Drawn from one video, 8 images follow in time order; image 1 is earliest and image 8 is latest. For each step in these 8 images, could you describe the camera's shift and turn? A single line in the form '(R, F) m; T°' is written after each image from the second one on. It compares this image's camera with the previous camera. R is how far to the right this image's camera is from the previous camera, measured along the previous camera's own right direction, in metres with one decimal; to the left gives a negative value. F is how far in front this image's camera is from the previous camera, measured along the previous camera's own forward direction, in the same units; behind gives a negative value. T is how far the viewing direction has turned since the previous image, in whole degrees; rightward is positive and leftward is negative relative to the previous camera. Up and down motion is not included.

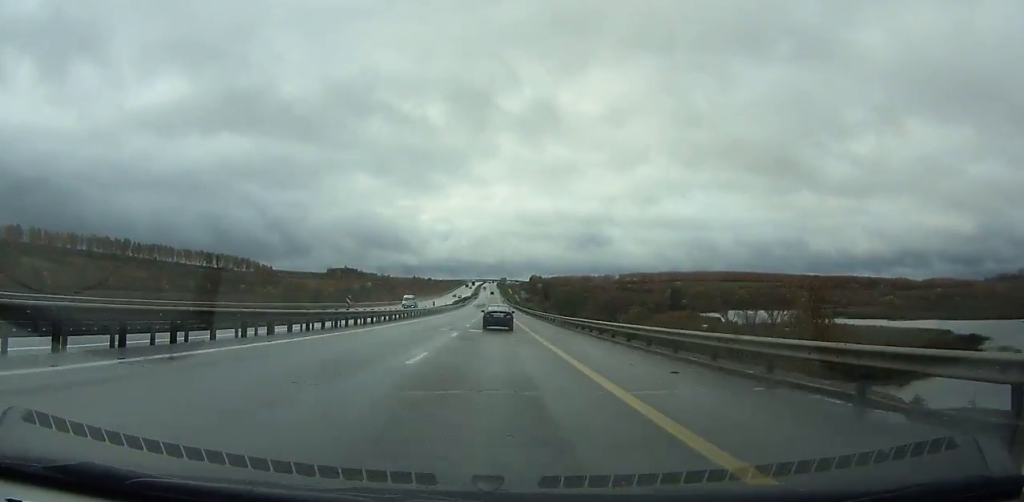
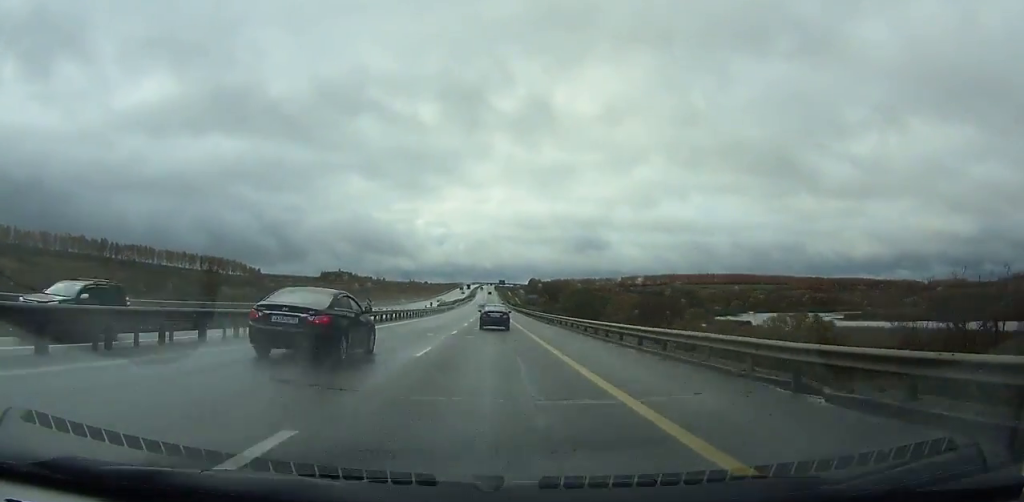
(0.0, +35.3) m; 0°
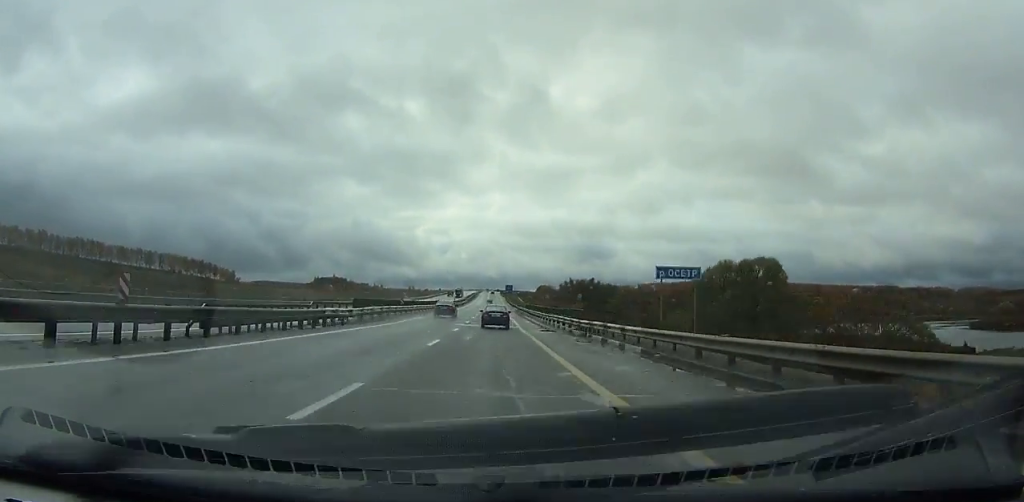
(-0.3, +94.4) m; 0°
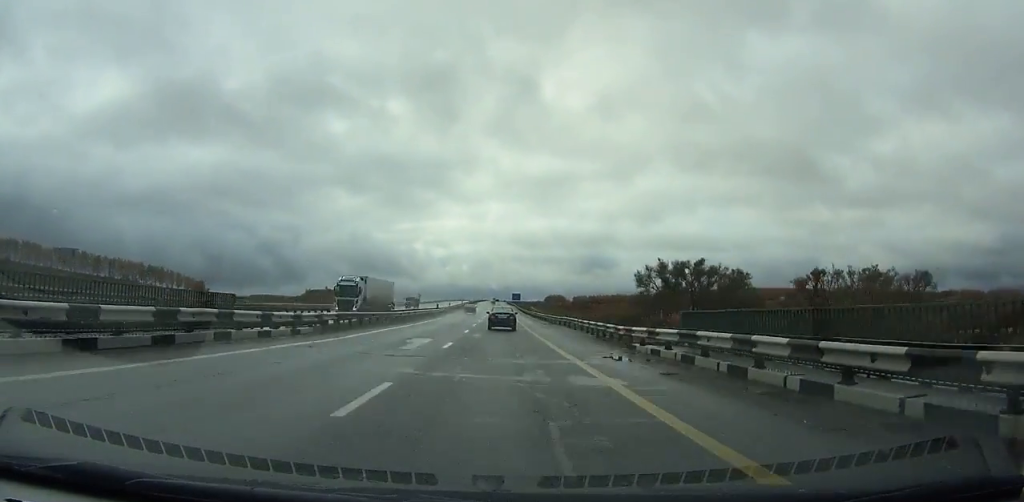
(-0.2, +83.3) m; 0°
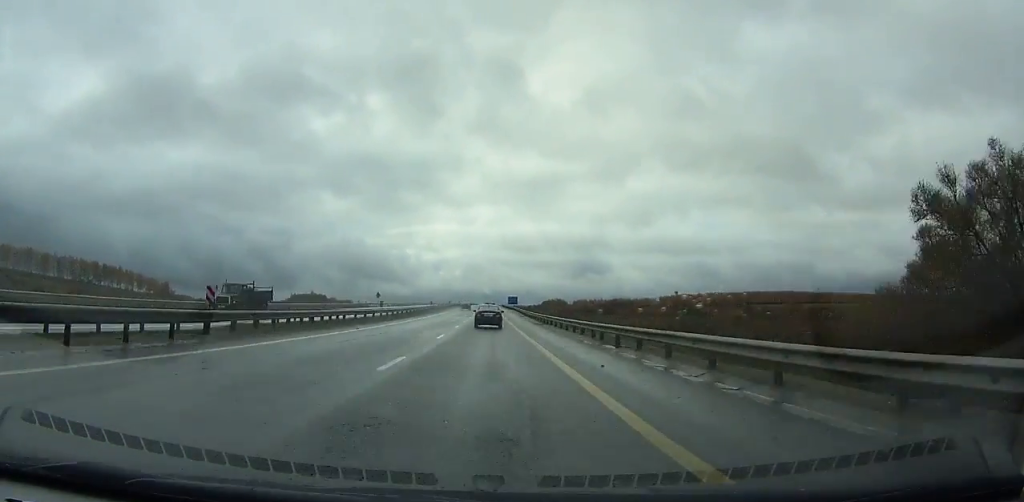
(+0.1, +56.3) m; 0°
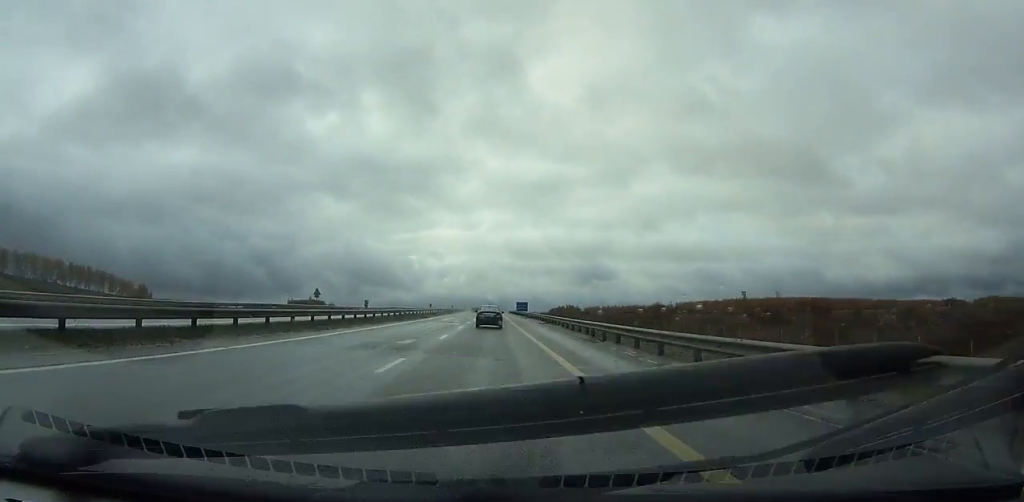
(+0.2, +48.4) m; 0°
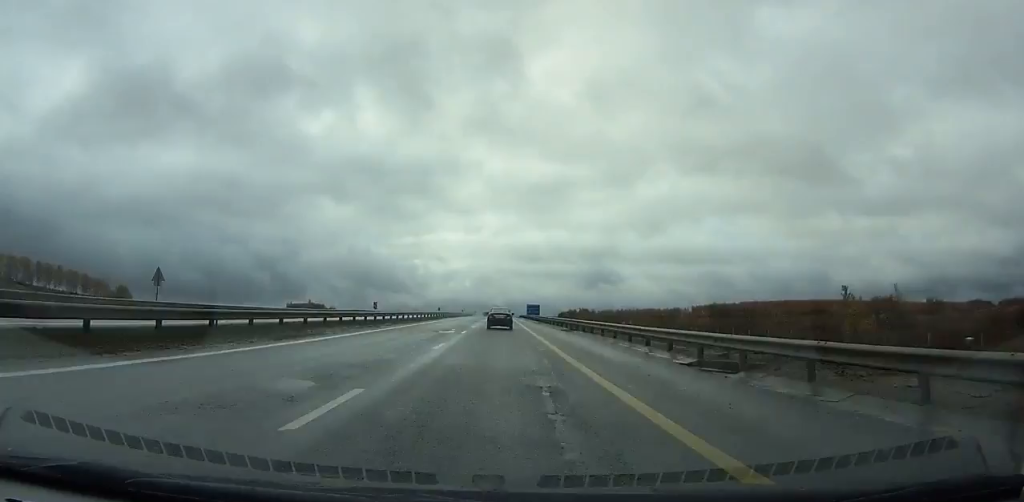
(-0.1, +40.4) m; 0°
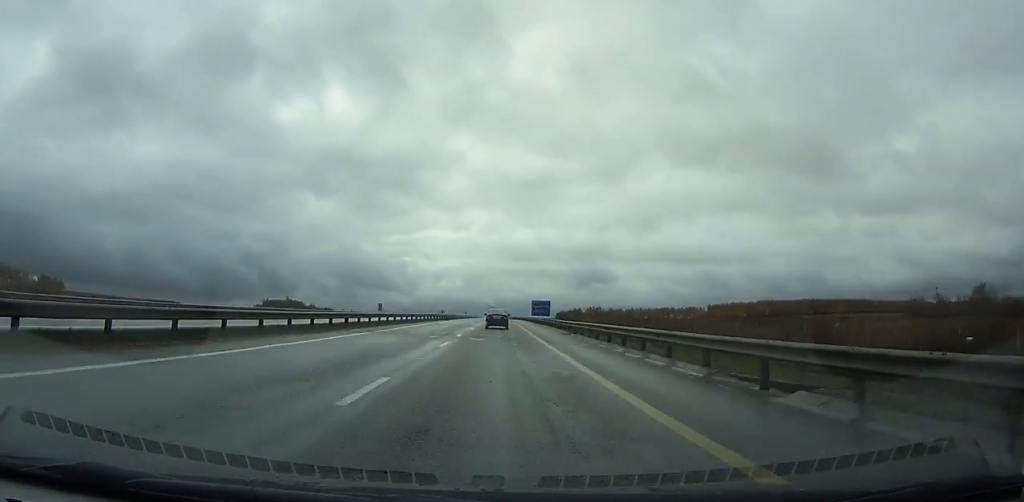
(-0.3, +83.8) m; 0°
